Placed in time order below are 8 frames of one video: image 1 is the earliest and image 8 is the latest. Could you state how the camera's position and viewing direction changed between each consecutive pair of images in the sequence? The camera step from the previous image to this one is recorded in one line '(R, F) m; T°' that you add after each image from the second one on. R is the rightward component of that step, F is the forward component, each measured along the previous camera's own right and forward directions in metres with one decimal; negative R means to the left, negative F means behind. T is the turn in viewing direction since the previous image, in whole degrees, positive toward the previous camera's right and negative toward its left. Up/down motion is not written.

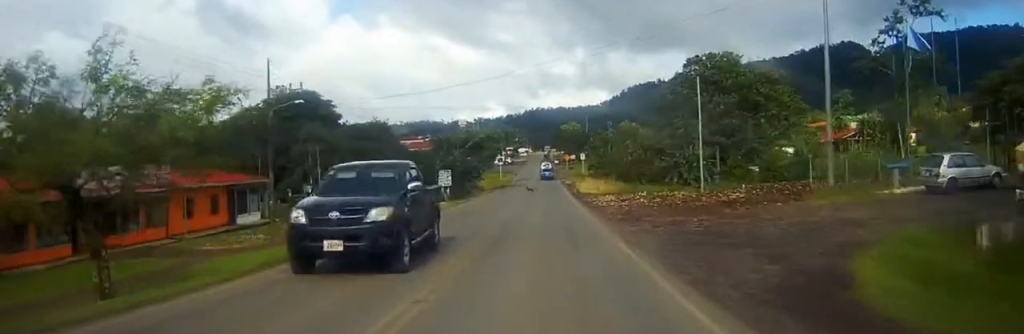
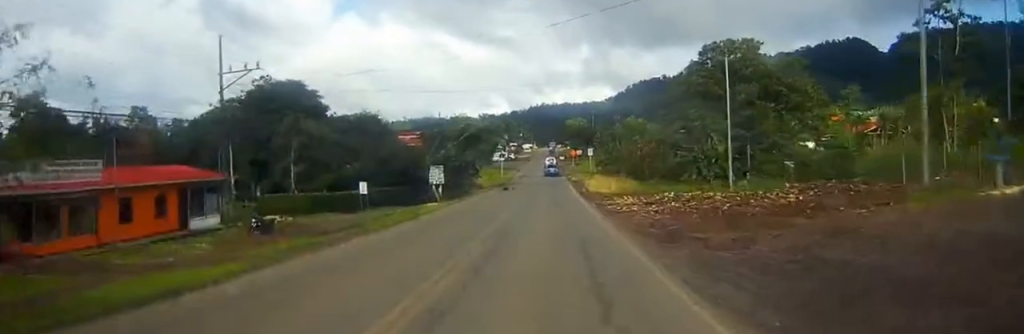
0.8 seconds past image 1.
(0.0, +7.0) m; 0°
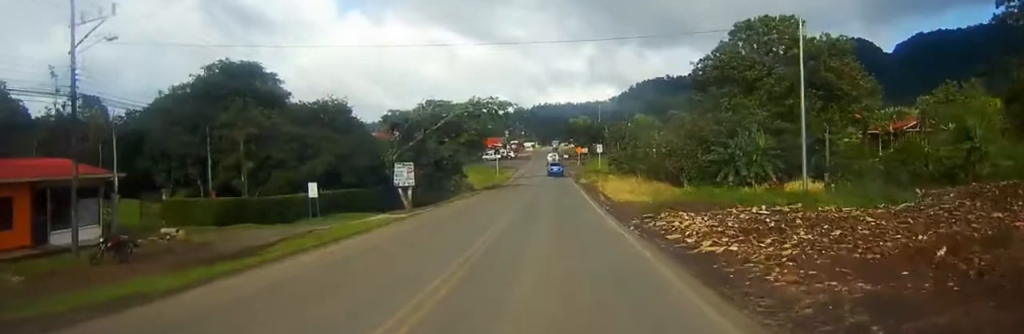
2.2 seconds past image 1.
(-0.1, +13.1) m; -1°
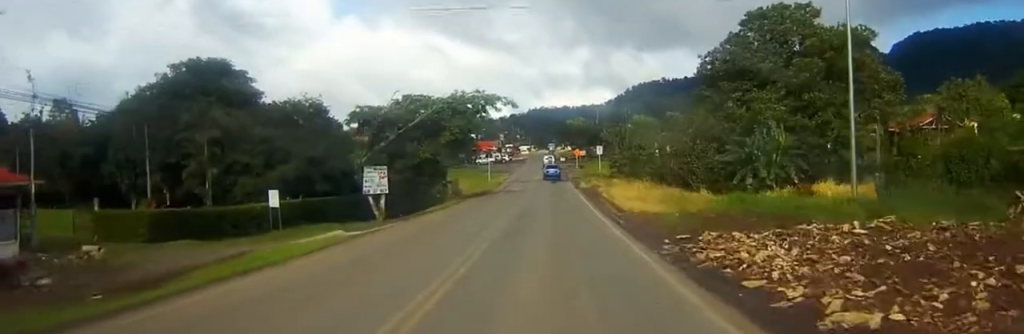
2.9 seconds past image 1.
(0.0, +5.9) m; 0°
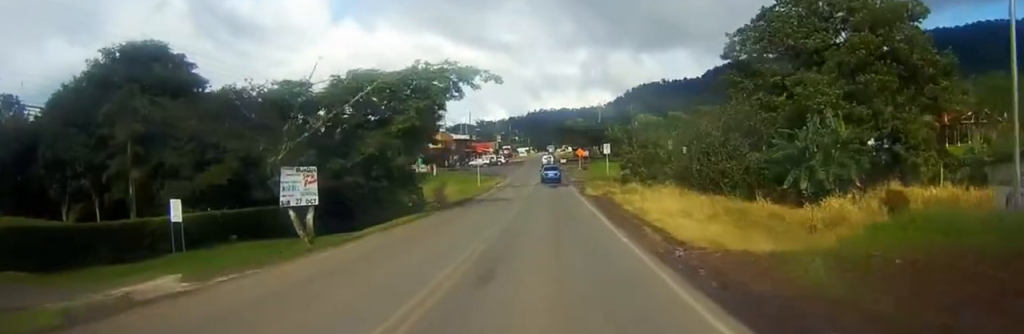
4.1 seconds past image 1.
(+0.1, +10.8) m; 0°
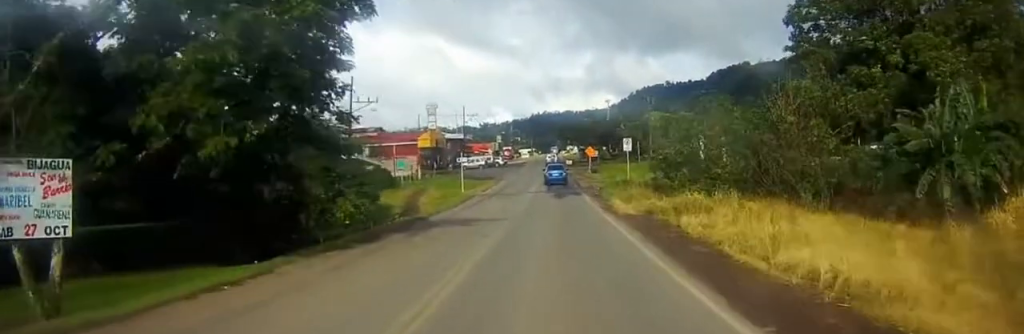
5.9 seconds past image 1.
(0.0, +15.0) m; 0°
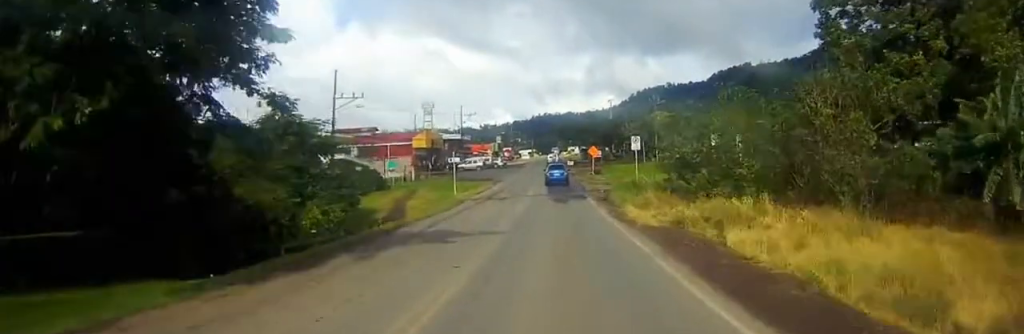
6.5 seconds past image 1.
(0.0, +4.8) m; 0°
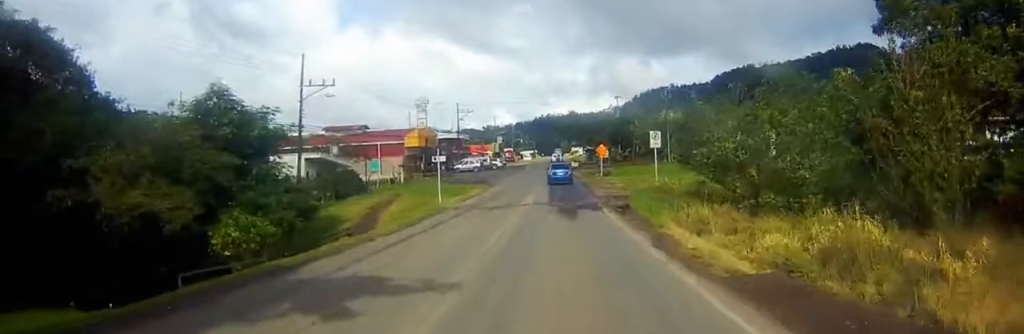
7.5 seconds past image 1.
(0.0, +8.0) m; -1°
